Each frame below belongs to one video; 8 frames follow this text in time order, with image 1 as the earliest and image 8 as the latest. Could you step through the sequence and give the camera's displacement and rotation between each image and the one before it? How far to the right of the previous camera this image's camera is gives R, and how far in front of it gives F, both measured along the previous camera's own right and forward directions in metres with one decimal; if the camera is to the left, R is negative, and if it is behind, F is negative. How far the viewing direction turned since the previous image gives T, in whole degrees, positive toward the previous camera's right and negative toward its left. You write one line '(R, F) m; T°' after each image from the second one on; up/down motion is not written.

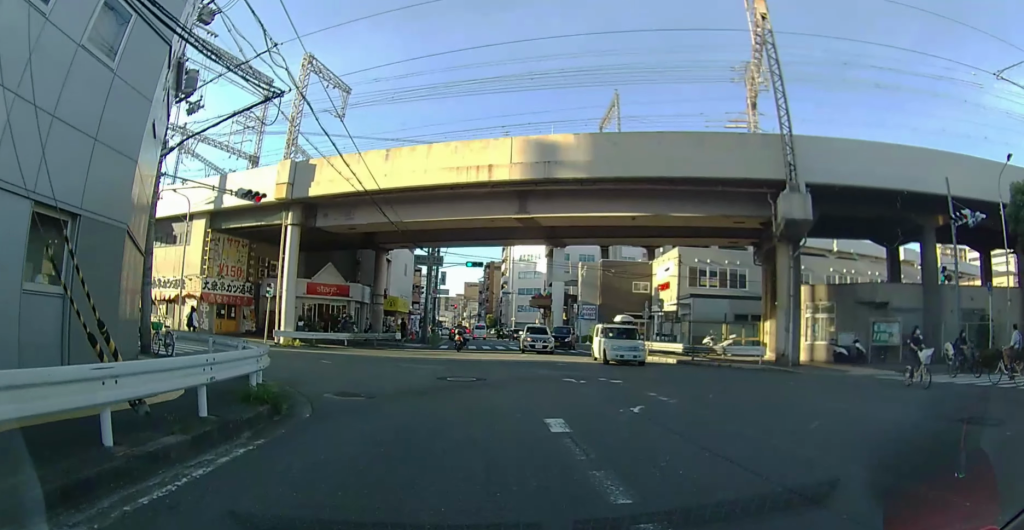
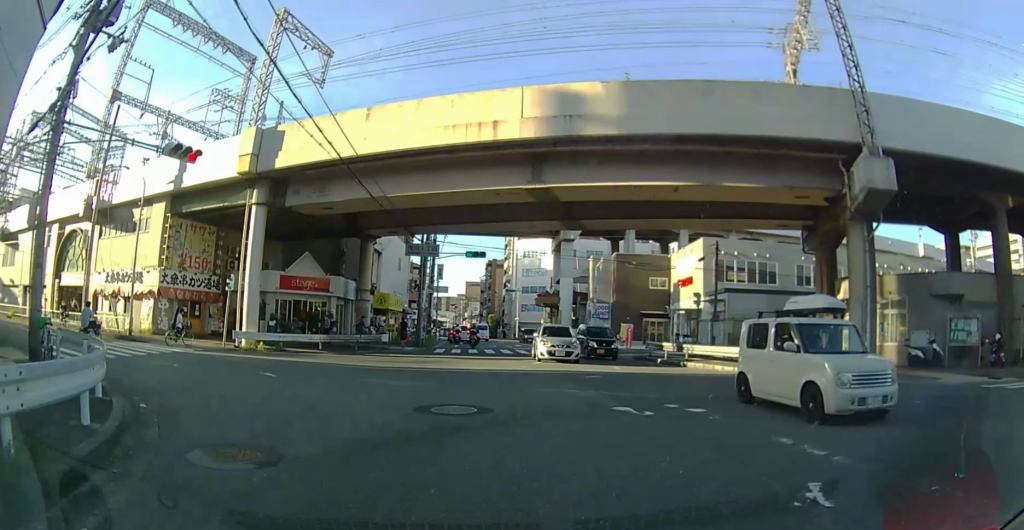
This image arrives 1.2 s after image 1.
(-0.2, +4.4) m; -4°
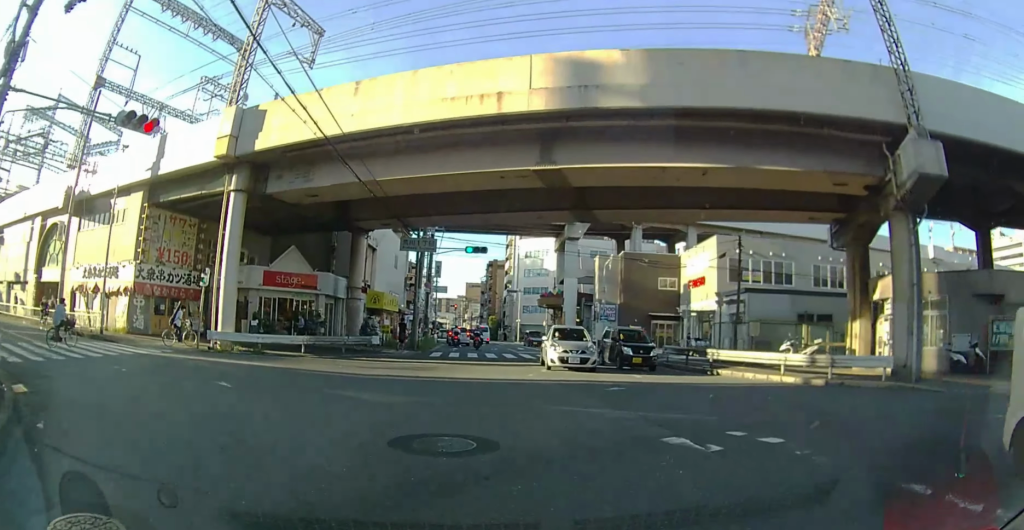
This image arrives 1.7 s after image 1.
(0.0, +2.1) m; -1°
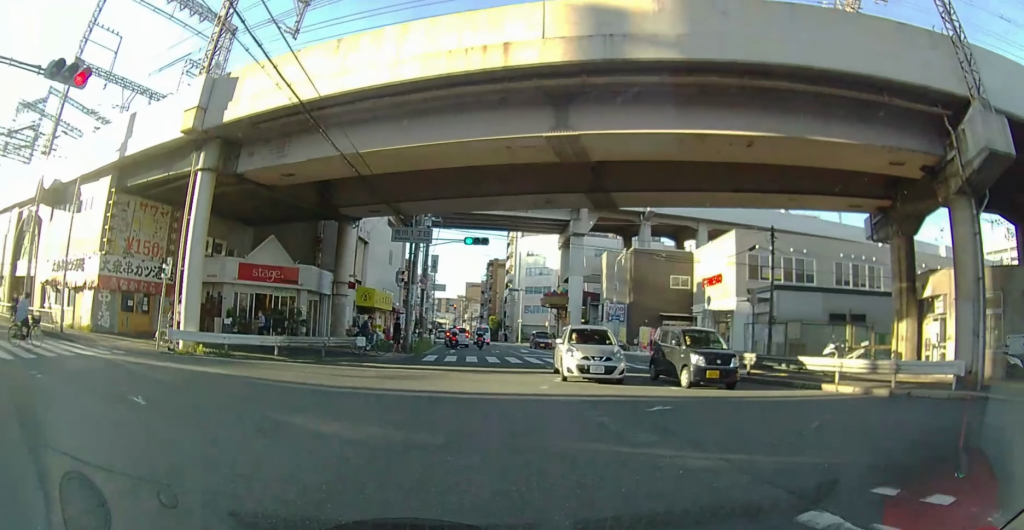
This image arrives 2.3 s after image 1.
(0.0, +2.4) m; 0°
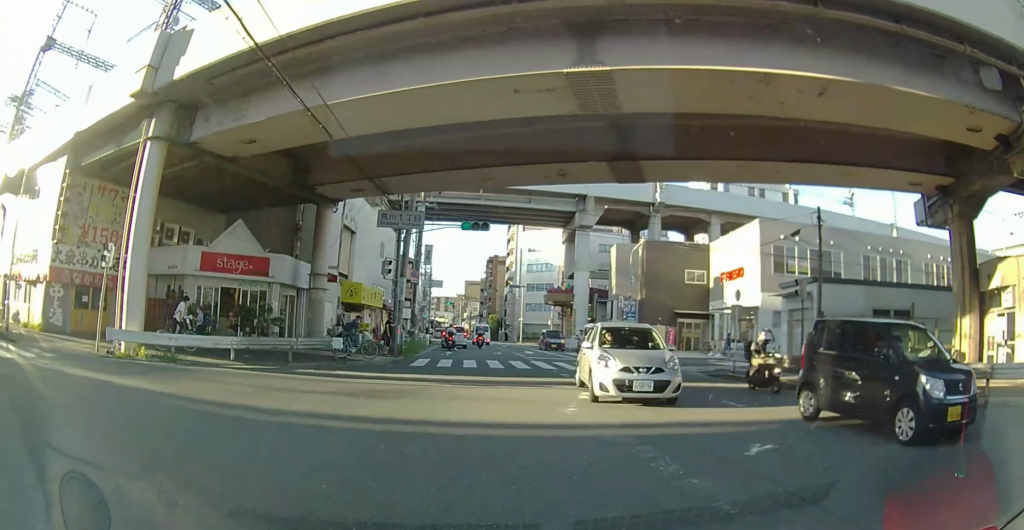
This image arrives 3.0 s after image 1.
(0.0, +3.2) m; 0°
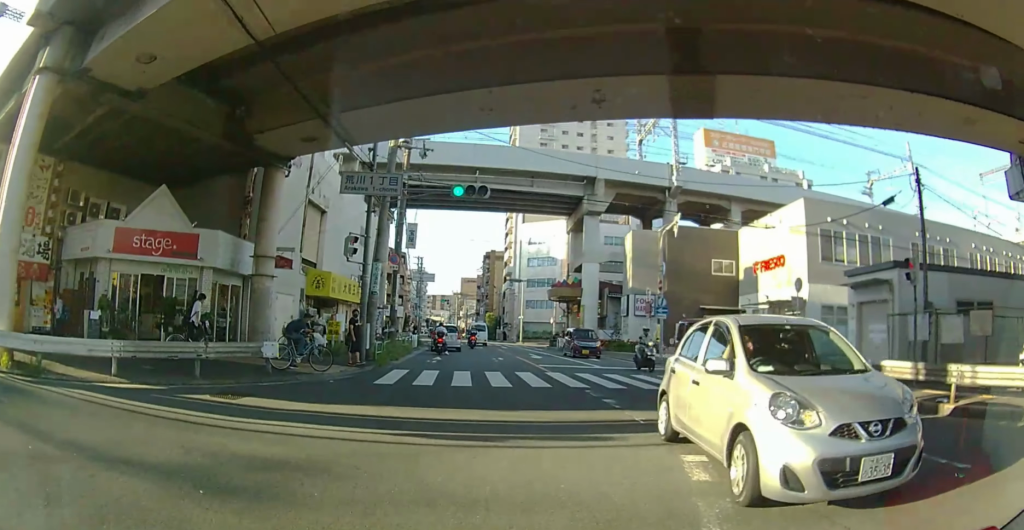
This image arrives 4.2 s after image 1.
(0.0, +6.0) m; 0°
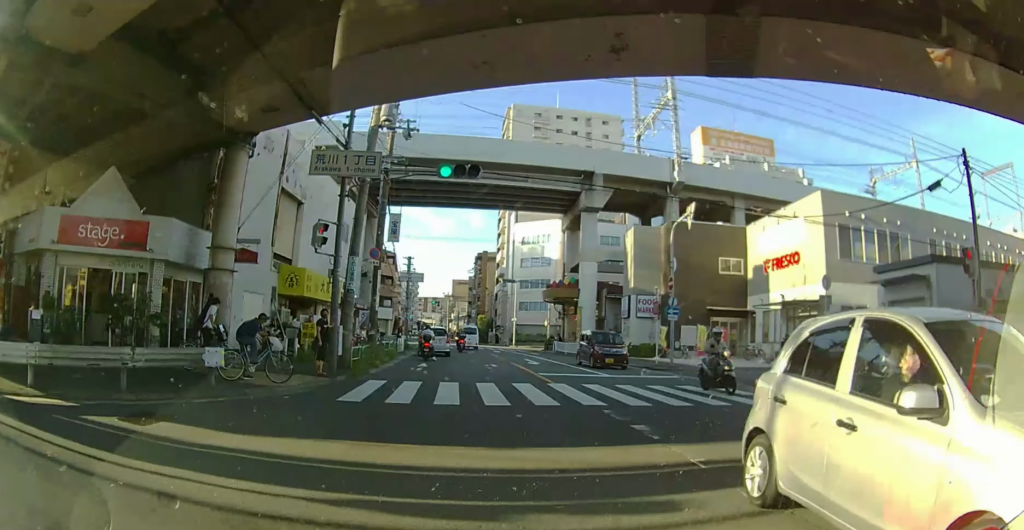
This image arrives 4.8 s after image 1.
(0.0, +3.1) m; +1°
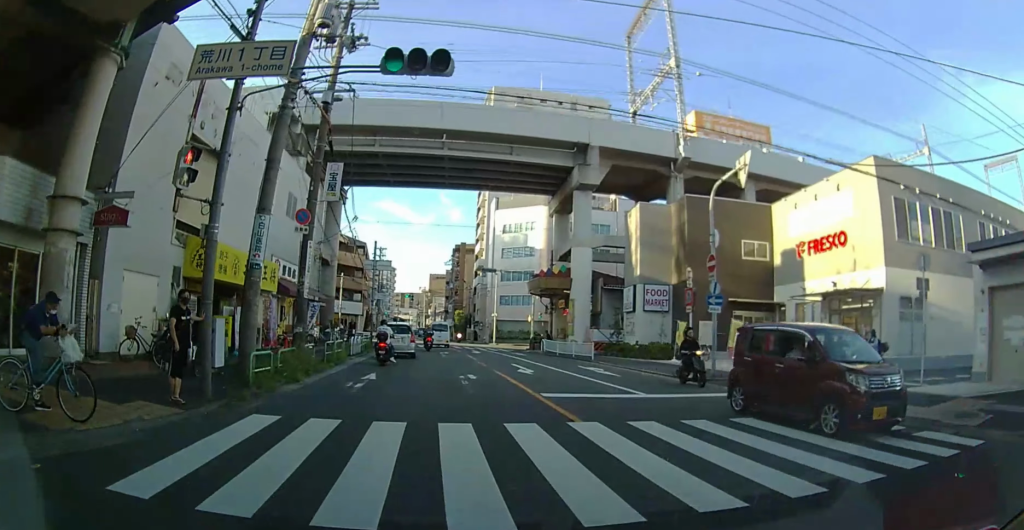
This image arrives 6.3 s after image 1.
(+0.4, +6.7) m; +10°
